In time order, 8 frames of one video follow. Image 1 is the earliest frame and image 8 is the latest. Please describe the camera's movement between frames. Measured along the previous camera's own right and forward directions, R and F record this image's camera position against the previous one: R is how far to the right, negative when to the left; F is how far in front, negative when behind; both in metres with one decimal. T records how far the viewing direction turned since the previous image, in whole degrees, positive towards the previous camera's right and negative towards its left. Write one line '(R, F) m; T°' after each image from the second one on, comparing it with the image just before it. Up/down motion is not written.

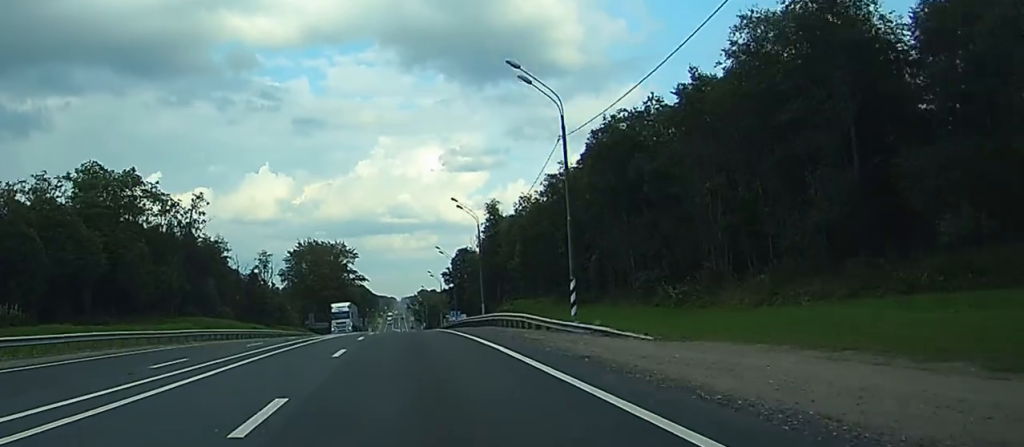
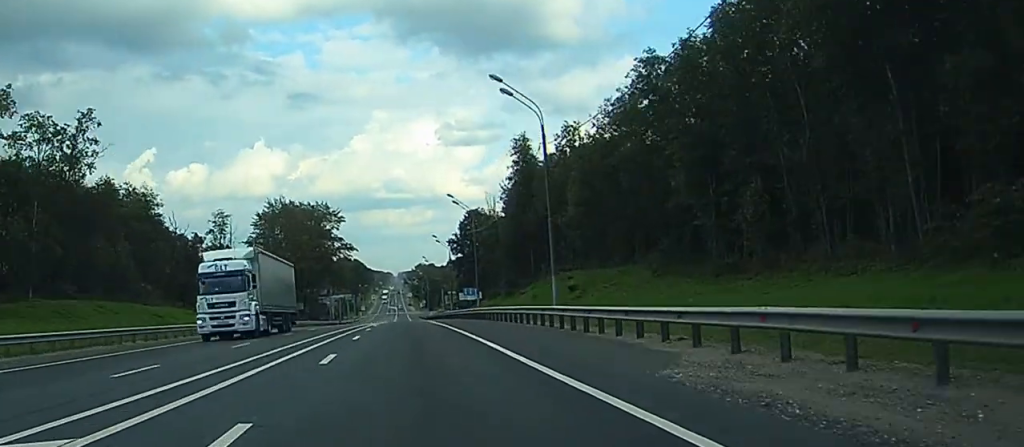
(-2.1, +35.8) m; -6°
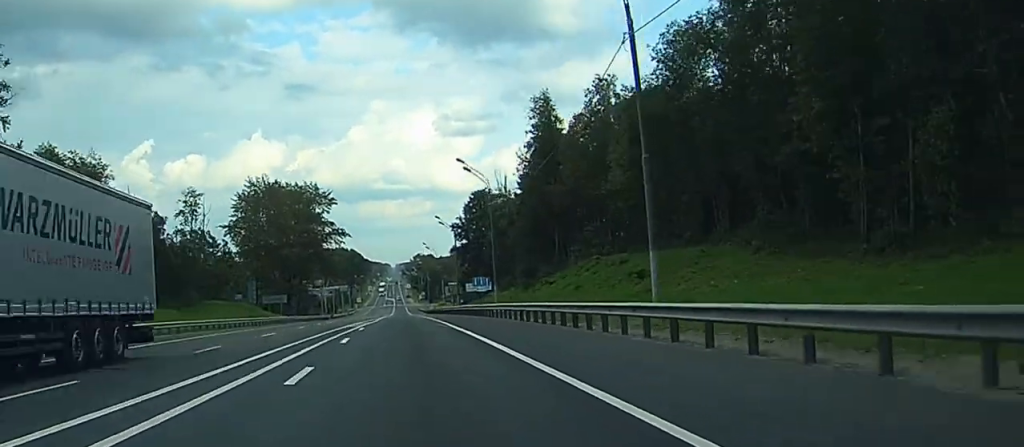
(0.0, +19.9) m; 0°
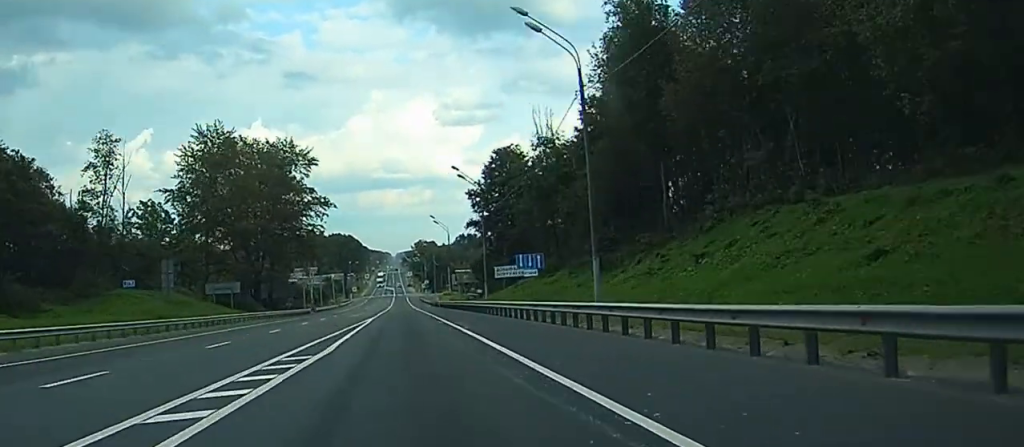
(+0.9, +38.4) m; +2°
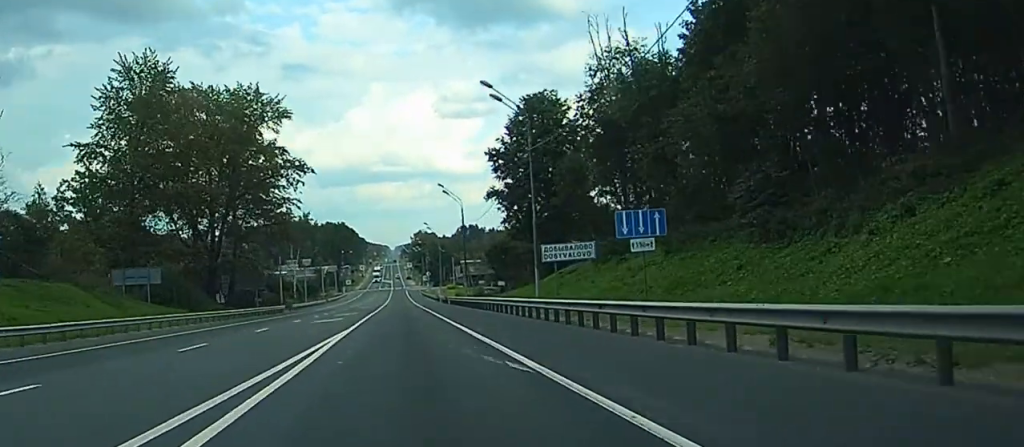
(+0.2, +28.7) m; +1°
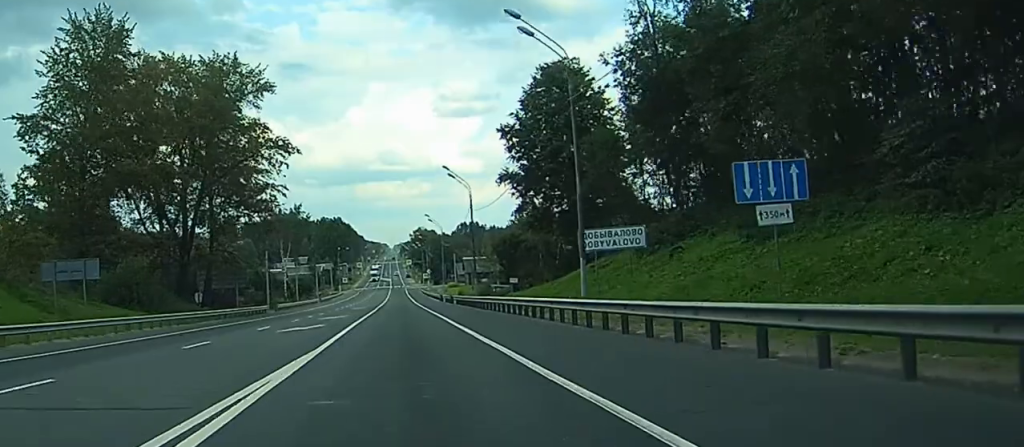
(0.0, +11.7) m; 0°
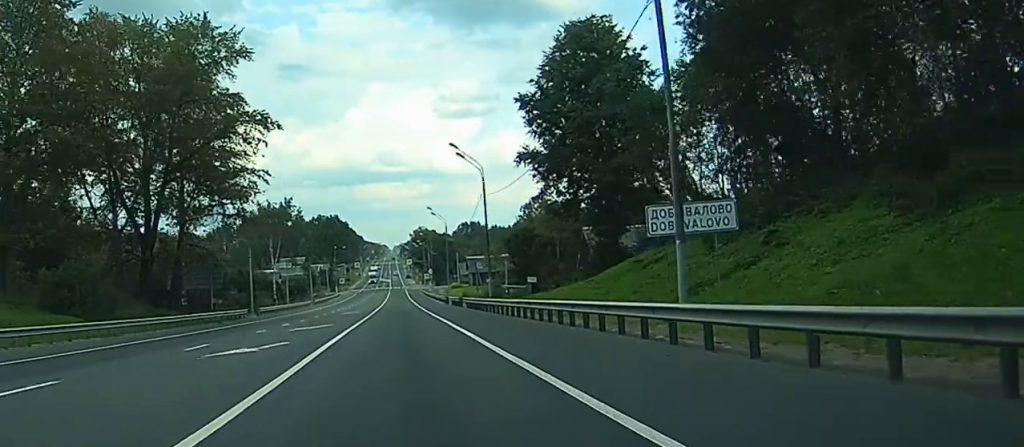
(0.0, +12.4) m; 0°
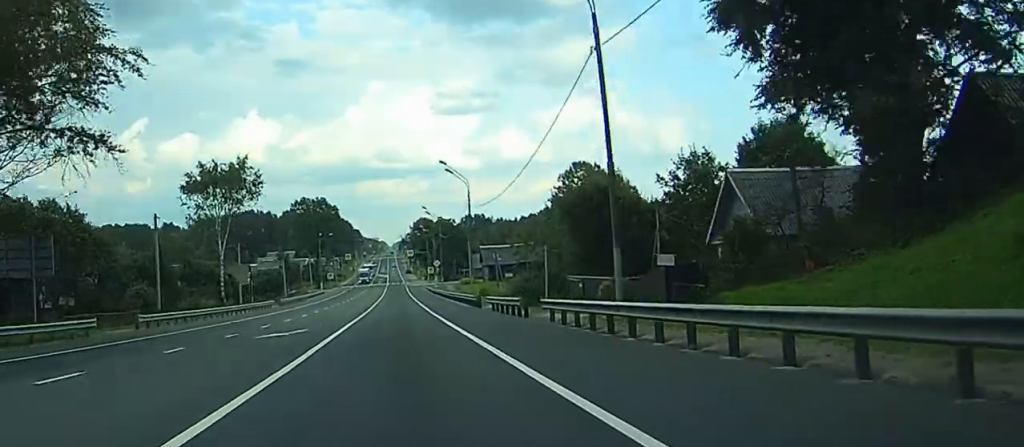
(0.0, +37.7) m; 0°
